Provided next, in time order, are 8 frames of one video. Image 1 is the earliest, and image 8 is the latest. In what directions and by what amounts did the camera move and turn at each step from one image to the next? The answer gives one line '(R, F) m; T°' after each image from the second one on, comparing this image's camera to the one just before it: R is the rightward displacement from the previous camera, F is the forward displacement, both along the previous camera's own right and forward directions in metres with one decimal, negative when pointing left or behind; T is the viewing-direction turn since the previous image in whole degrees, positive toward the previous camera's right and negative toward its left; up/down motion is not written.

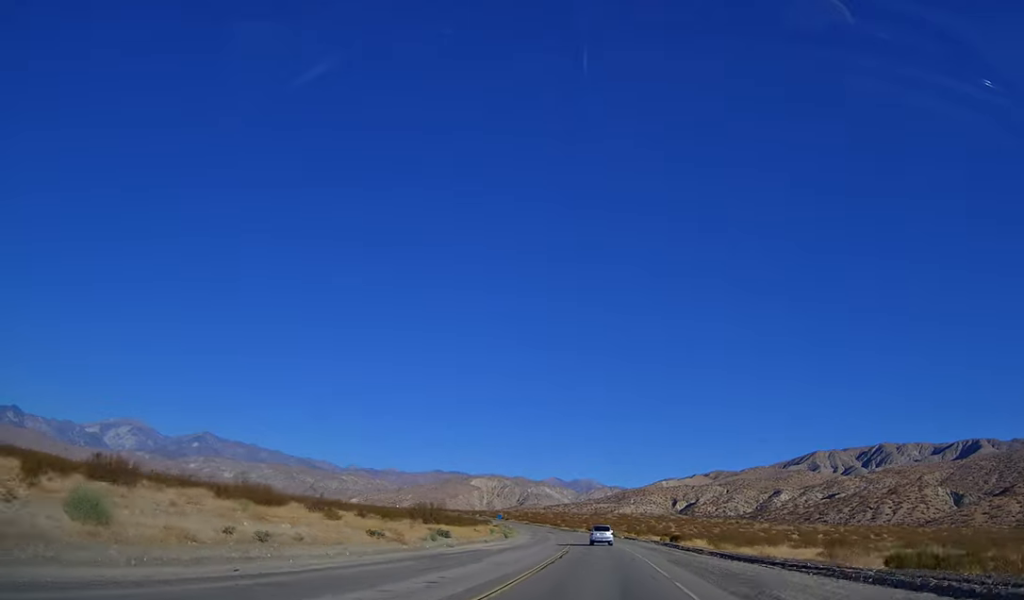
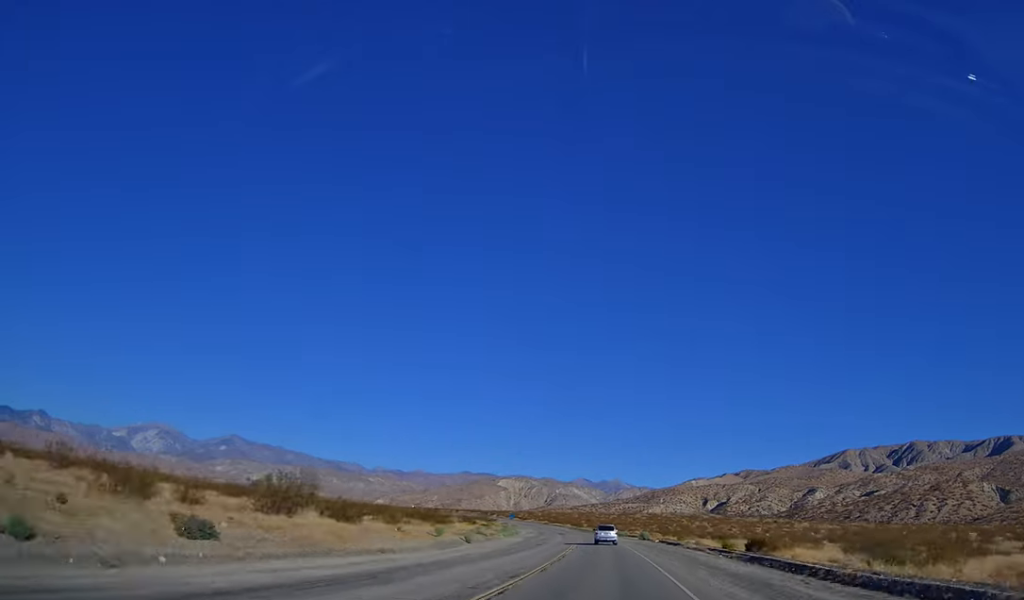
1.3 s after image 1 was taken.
(-0.6, +34.3) m; -2°
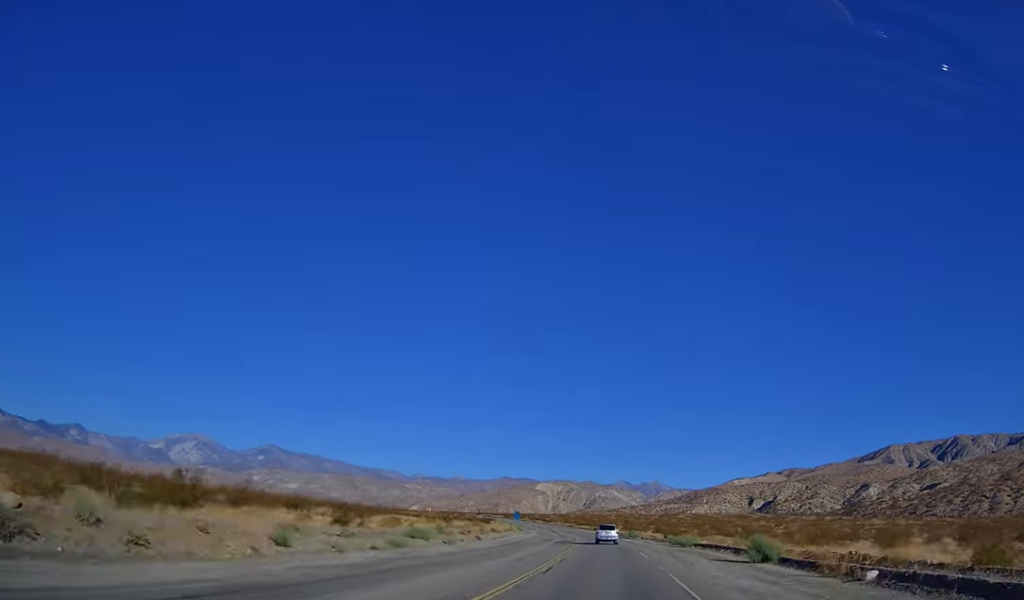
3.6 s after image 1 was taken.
(-2.3, +58.9) m; -3°
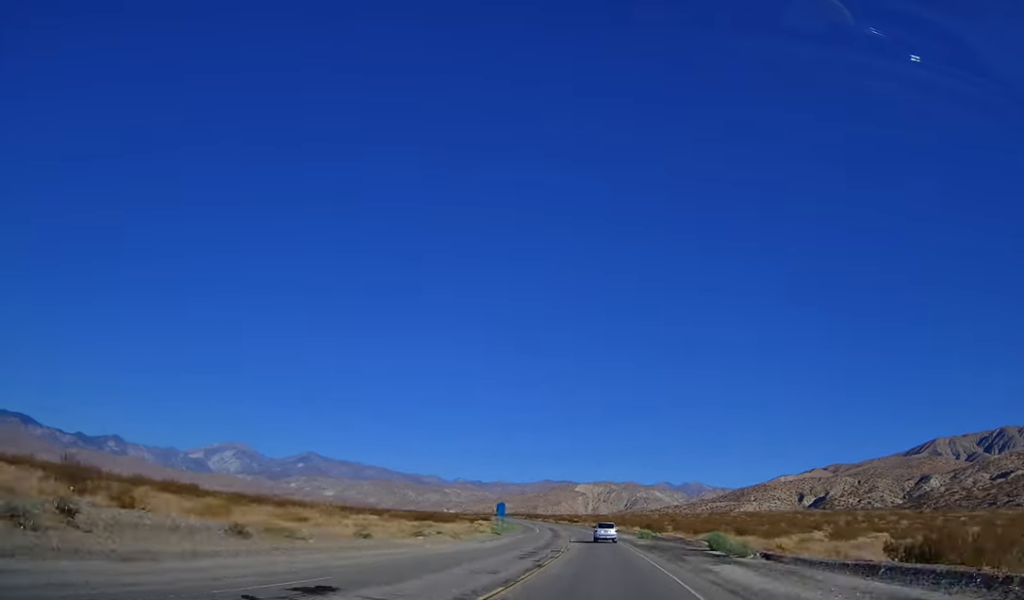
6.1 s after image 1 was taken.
(-1.4, +64.7) m; -3°
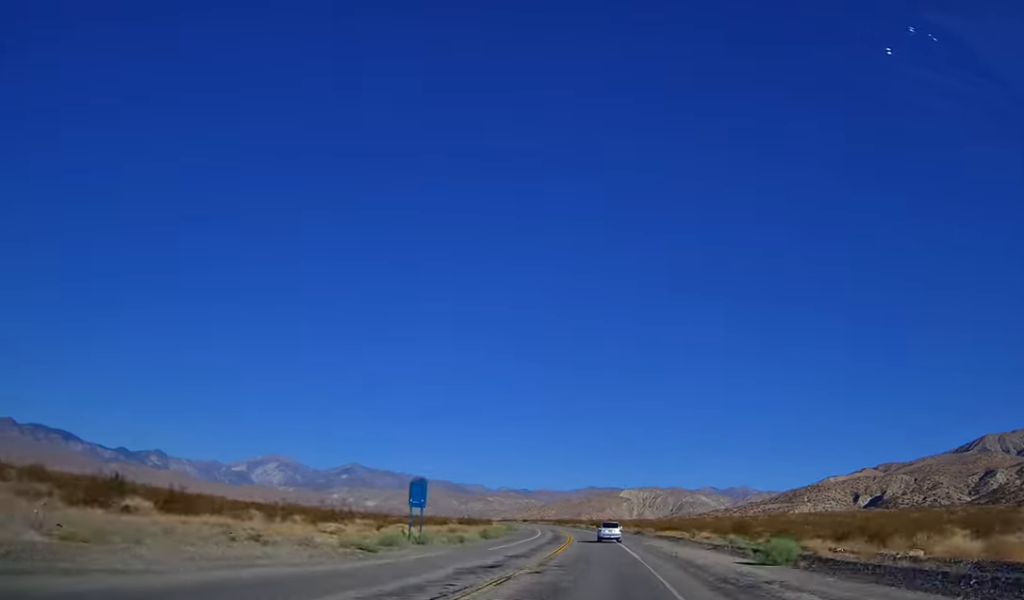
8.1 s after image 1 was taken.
(-1.9, +54.5) m; -4°
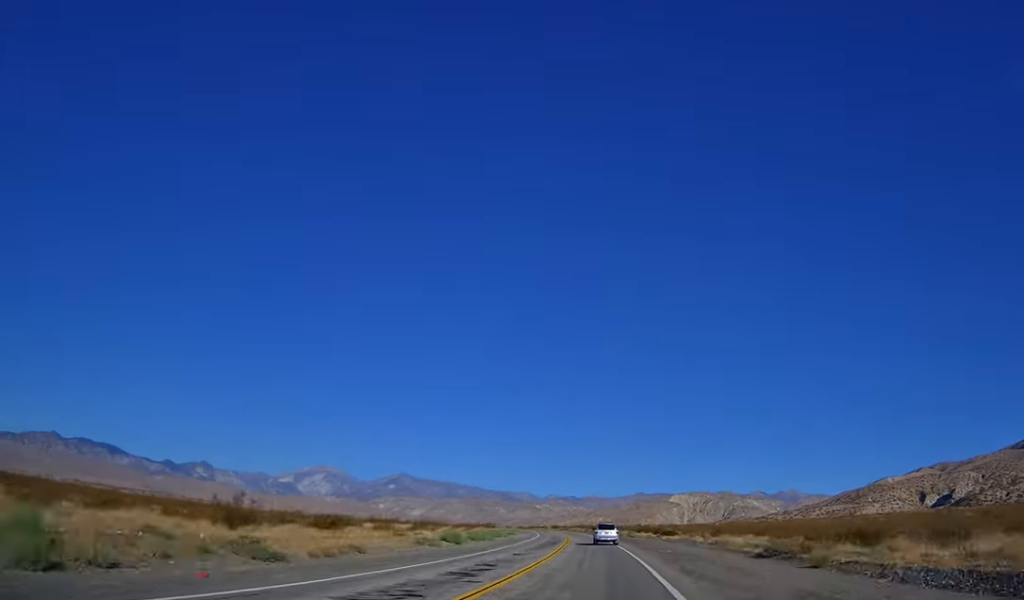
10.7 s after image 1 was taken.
(-2.8, +68.5) m; -4°
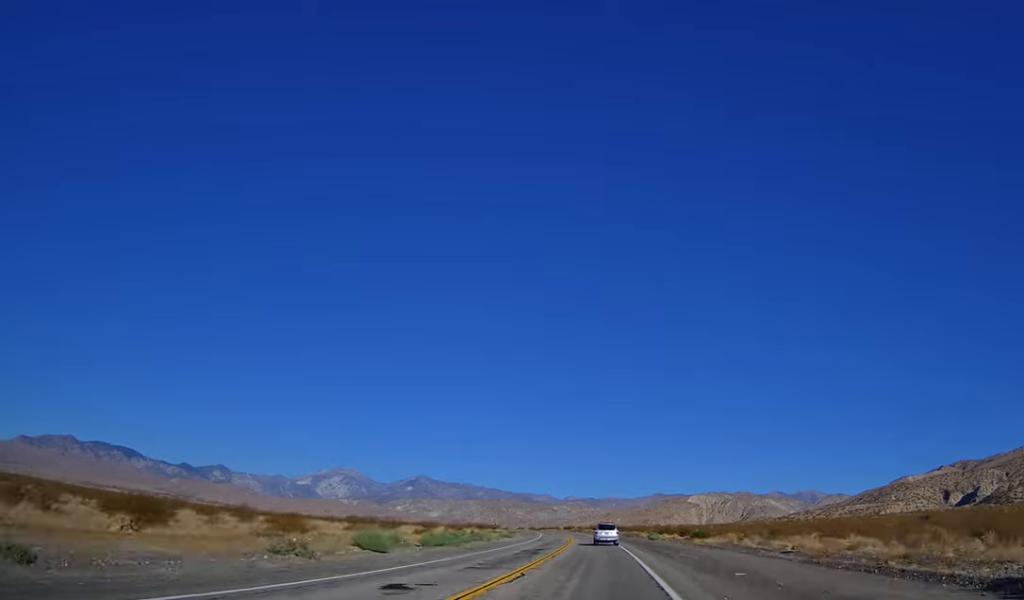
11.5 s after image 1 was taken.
(-0.3, +21.0) m; -2°
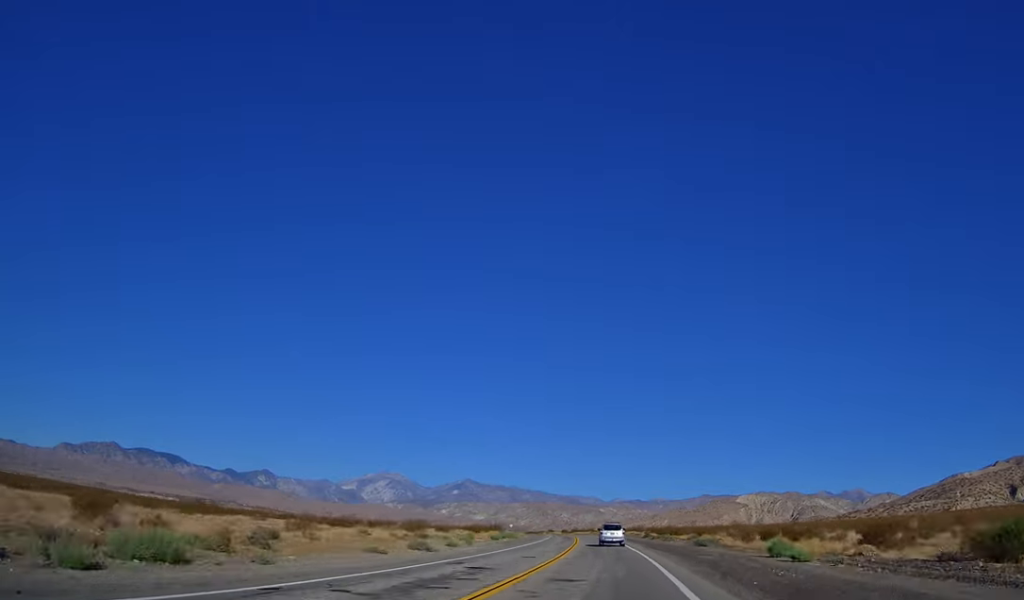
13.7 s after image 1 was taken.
(-2.4, +57.3) m; -5°
